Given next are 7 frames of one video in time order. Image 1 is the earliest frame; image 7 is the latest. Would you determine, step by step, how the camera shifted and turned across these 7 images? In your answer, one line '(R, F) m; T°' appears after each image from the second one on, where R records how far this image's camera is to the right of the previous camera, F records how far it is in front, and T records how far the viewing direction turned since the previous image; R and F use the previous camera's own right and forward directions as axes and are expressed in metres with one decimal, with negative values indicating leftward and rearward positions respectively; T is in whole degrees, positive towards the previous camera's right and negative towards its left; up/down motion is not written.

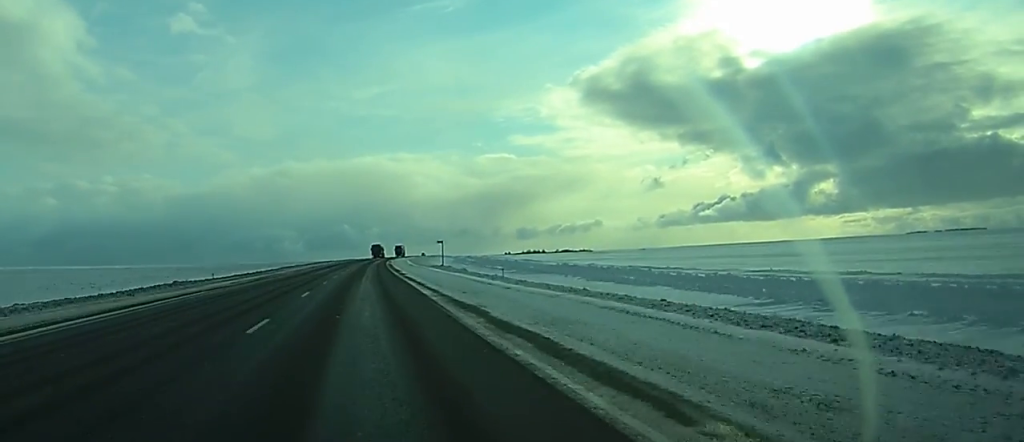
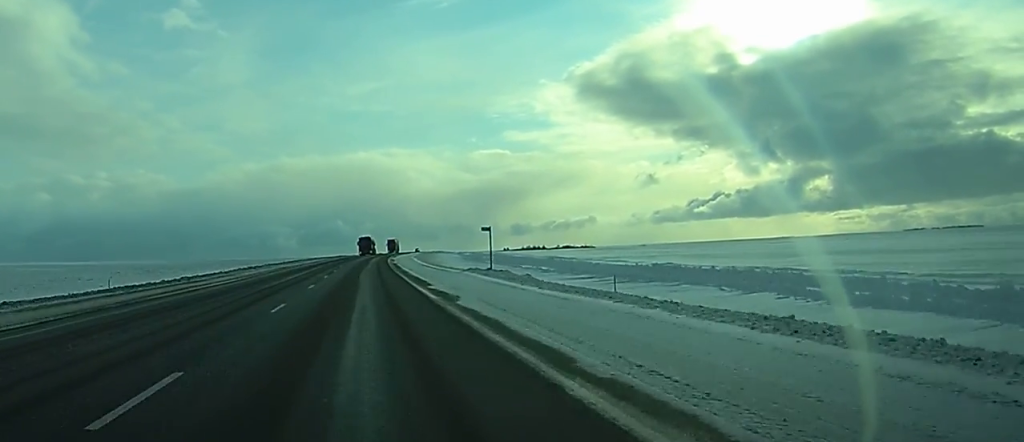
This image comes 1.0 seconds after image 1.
(-0.1, +32.1) m; 0°
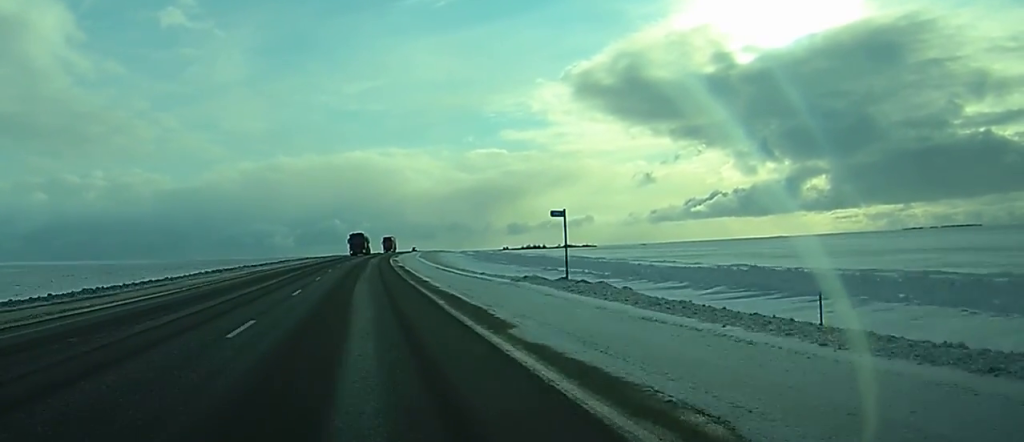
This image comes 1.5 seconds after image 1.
(-0.1, +17.6) m; 0°
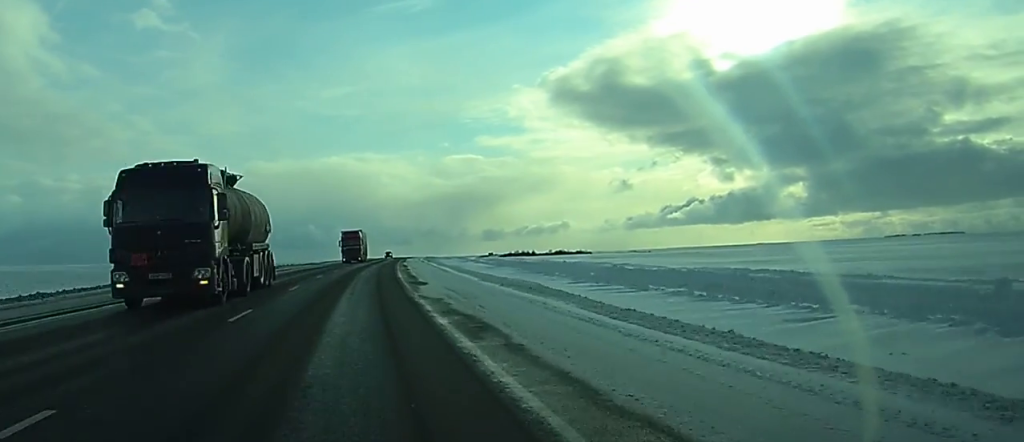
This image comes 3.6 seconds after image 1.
(+0.8, +69.8) m; +1°
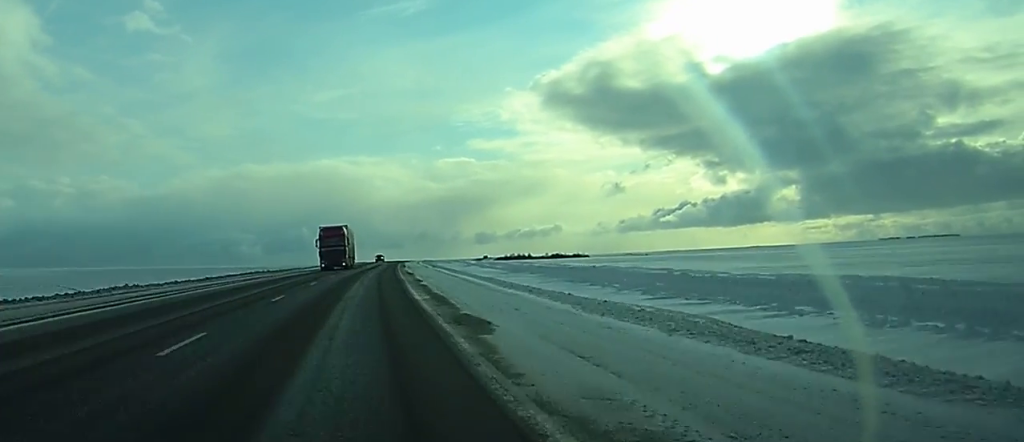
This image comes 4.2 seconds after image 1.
(+0.1, +17.3) m; 0°
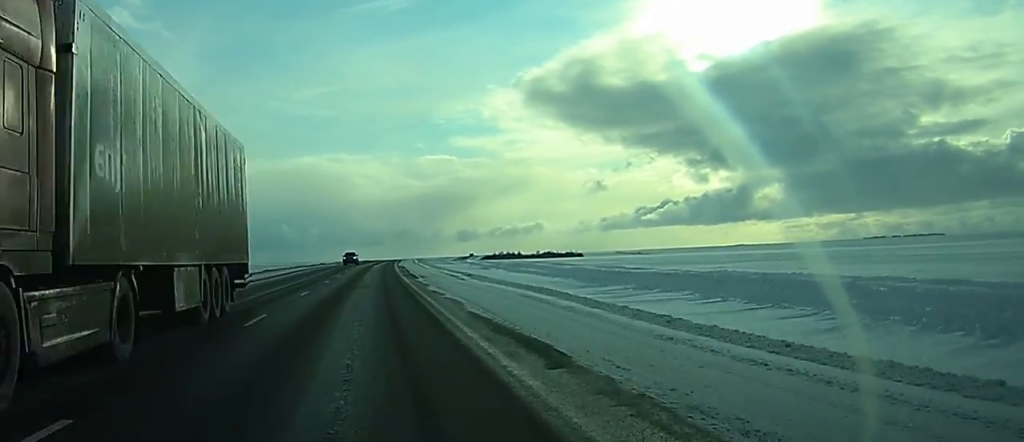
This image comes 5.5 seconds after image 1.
(+0.3, +43.1) m; 0°
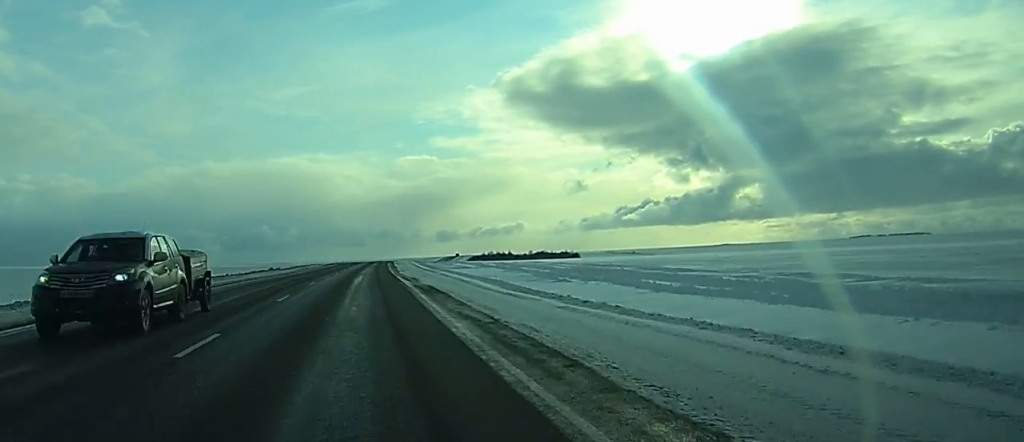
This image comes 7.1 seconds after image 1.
(0.0, +52.8) m; +1°
